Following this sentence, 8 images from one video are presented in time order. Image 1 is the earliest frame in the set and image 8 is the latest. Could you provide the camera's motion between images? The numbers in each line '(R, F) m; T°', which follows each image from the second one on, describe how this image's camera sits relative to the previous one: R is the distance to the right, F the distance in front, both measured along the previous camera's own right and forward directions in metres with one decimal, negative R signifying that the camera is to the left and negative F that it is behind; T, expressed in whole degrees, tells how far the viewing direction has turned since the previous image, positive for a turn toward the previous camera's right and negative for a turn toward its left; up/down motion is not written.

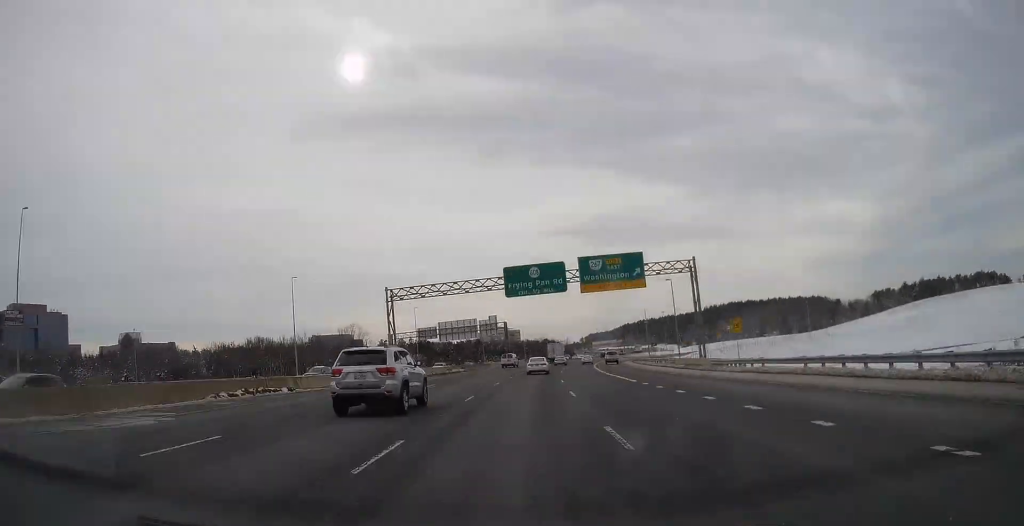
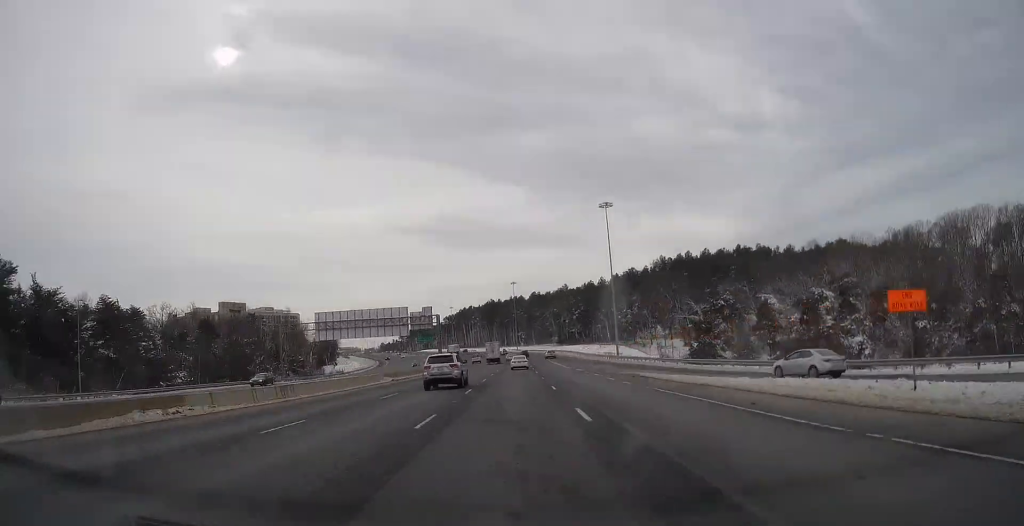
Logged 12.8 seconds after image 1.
(+45.8, +349.7) m; +3°
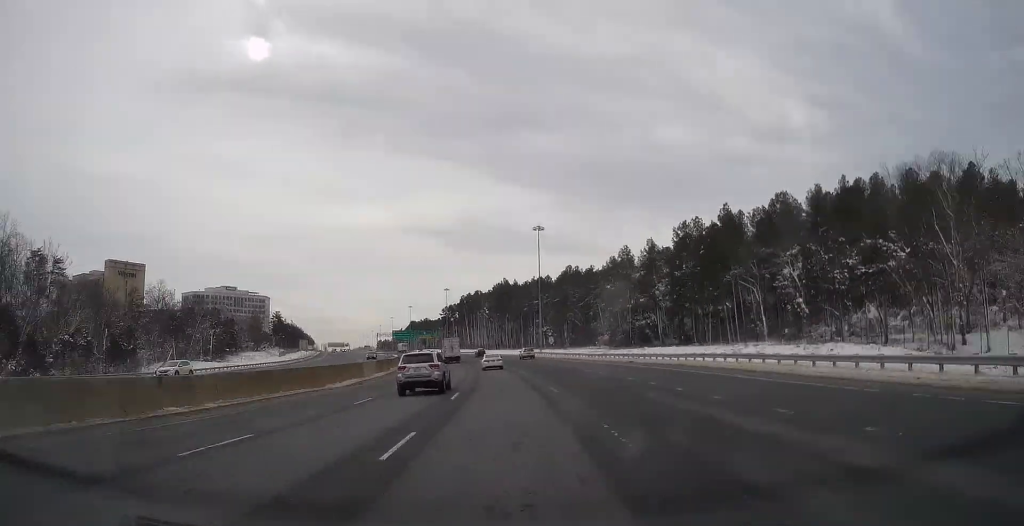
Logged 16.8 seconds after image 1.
(-5.8, +112.5) m; -4°
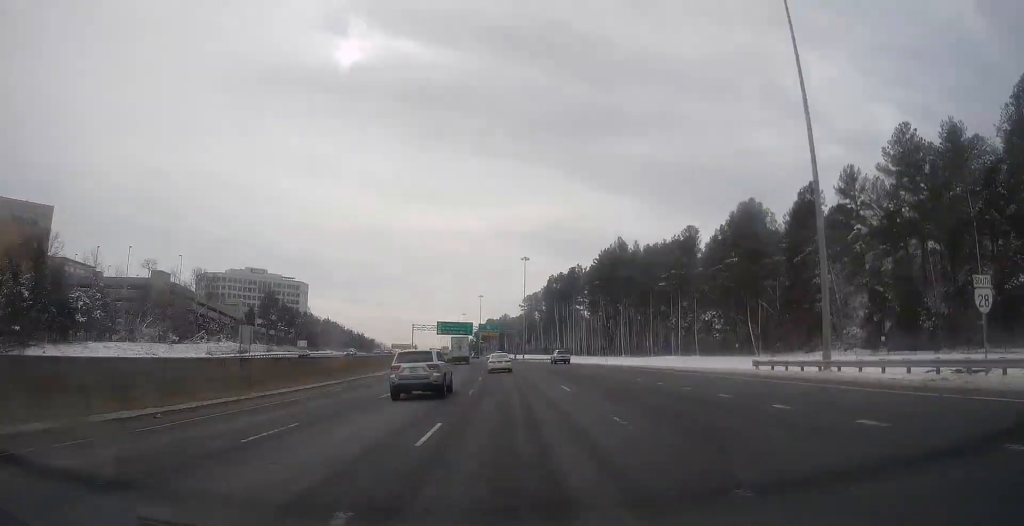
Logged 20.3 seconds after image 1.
(-5.1, +97.4) m; -4°
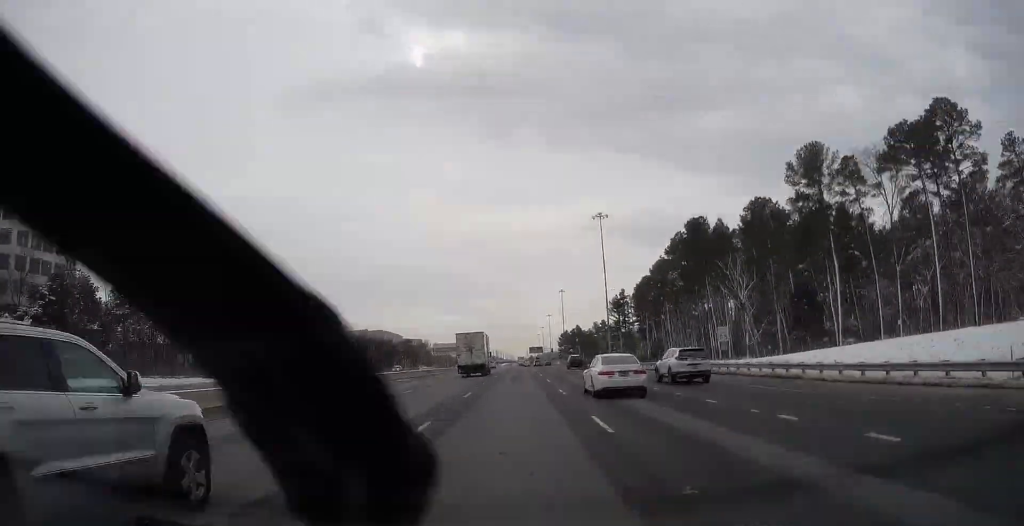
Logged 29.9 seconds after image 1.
(-21.2, +282.2) m; -5°
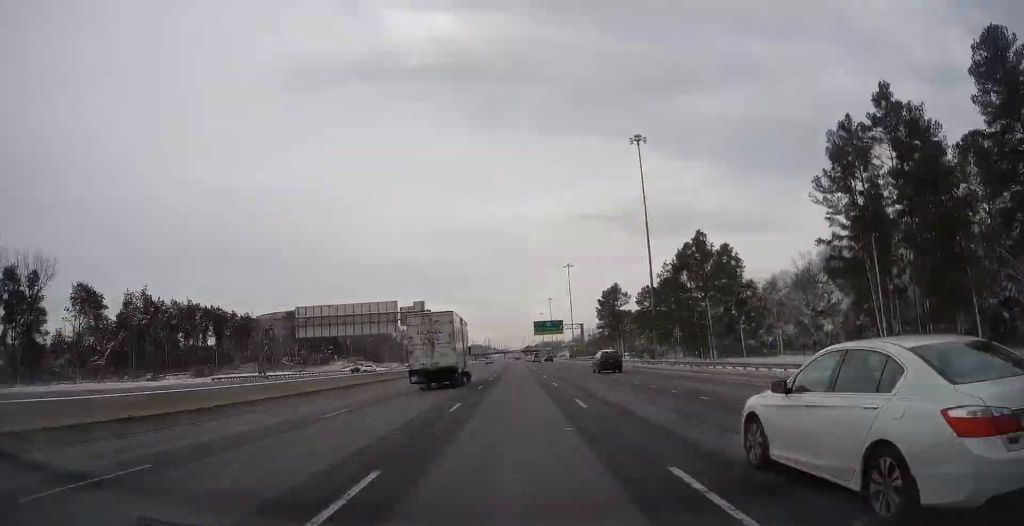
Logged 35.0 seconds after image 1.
(-0.3, +155.6) m; 0°
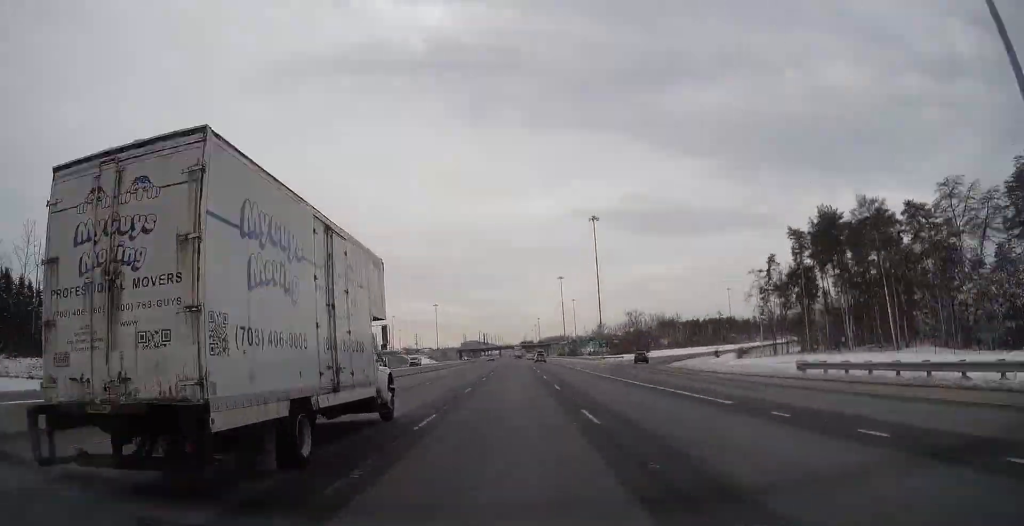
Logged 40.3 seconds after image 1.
(-0.3, +164.1) m; 0°
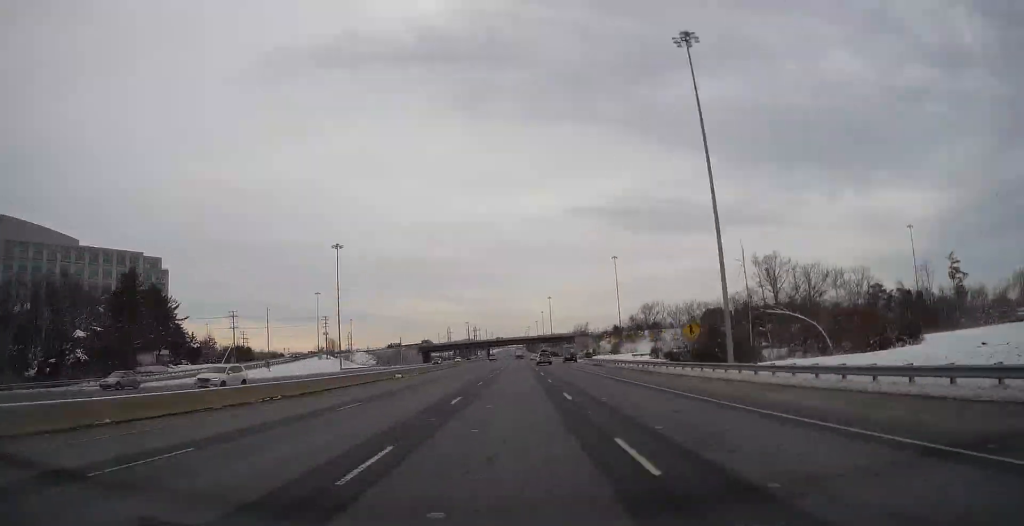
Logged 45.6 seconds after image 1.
(-0.9, +163.9) m; 0°
